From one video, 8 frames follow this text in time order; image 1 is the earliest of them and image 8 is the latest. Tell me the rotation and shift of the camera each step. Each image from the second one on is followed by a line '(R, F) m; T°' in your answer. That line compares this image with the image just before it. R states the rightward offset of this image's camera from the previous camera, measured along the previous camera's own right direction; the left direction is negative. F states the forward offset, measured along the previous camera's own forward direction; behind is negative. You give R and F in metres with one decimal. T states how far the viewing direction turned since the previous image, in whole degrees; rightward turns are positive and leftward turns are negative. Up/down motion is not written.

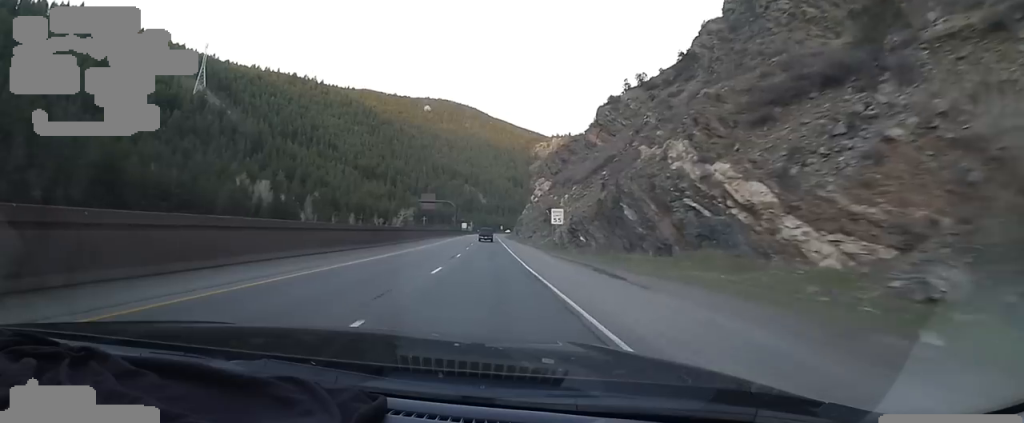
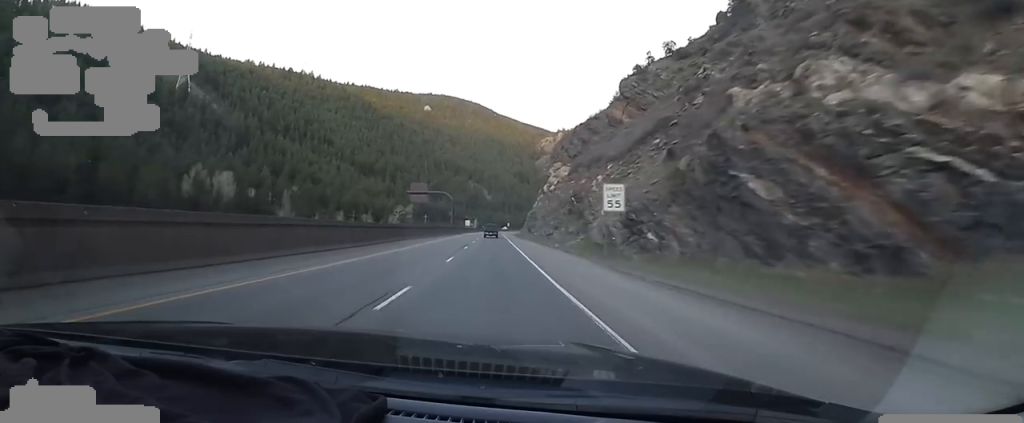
(-0.4, +20.4) m; 0°
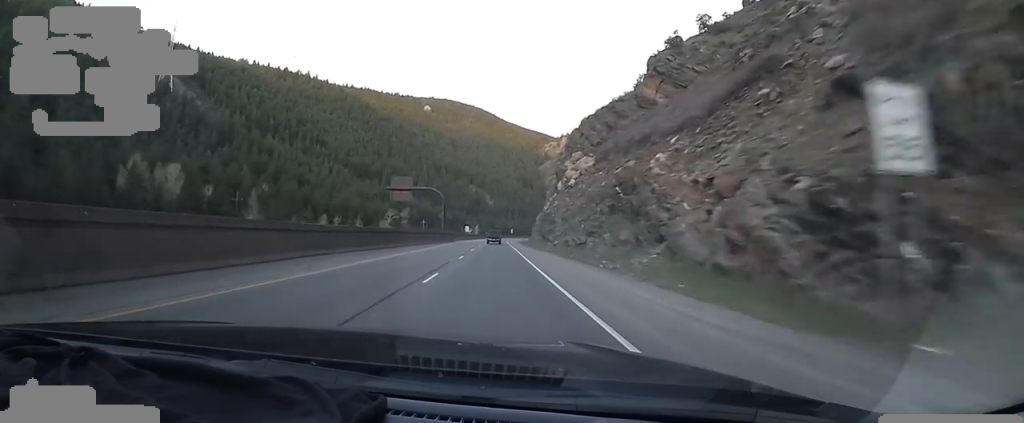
(+0.2, +19.5) m; 0°
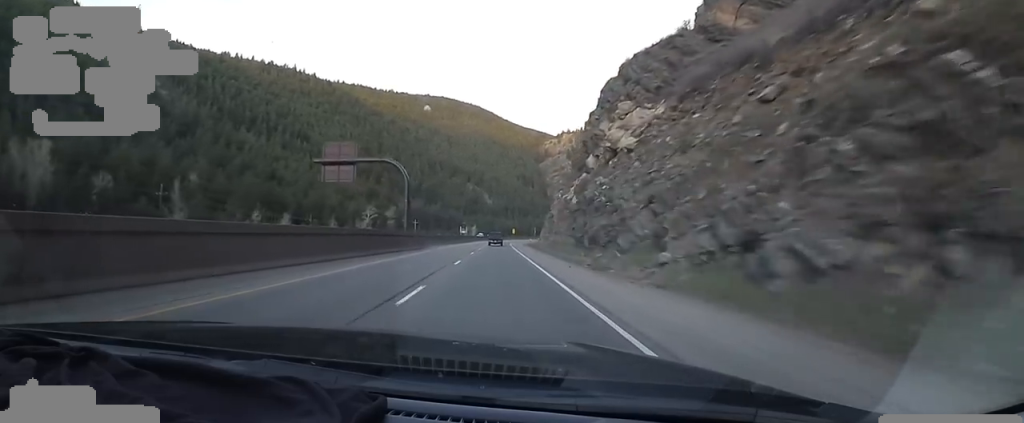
(-0.1, +28.8) m; 0°
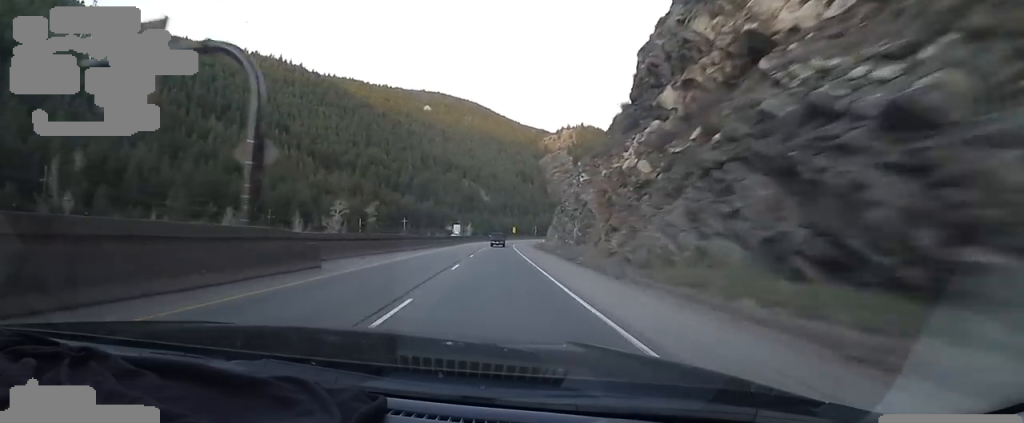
(+0.1, +26.9) m; 0°
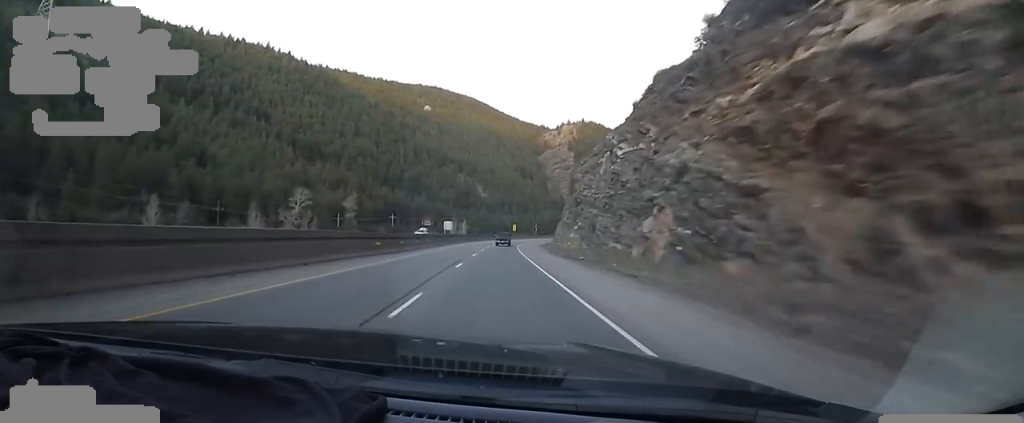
(0.0, +23.0) m; 0°
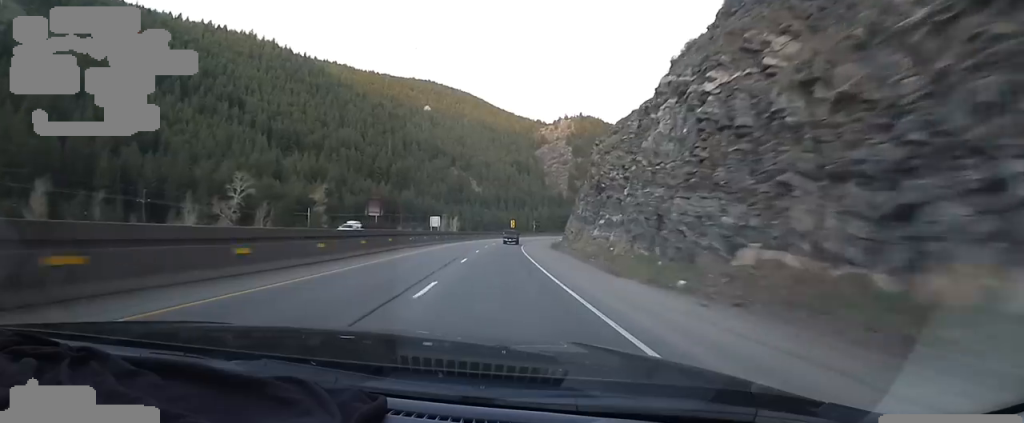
(-0.2, +22.0) m; 0°
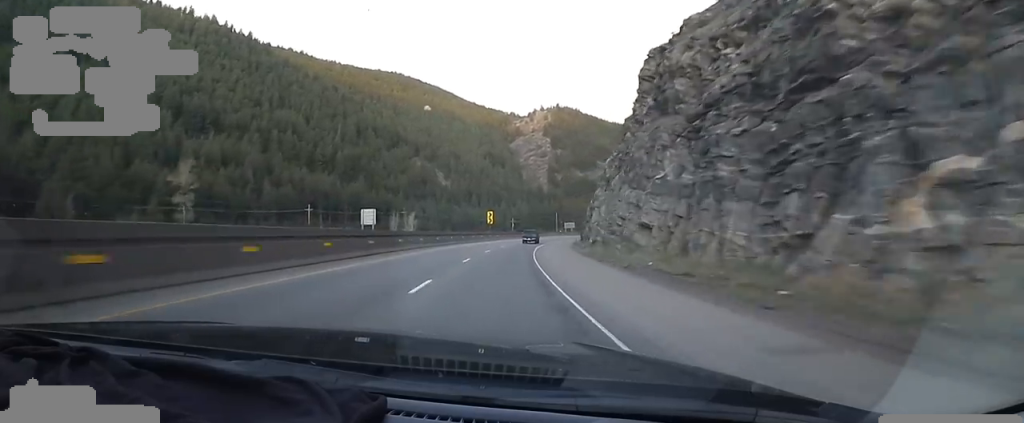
(+0.8, +48.2) m; +4°
